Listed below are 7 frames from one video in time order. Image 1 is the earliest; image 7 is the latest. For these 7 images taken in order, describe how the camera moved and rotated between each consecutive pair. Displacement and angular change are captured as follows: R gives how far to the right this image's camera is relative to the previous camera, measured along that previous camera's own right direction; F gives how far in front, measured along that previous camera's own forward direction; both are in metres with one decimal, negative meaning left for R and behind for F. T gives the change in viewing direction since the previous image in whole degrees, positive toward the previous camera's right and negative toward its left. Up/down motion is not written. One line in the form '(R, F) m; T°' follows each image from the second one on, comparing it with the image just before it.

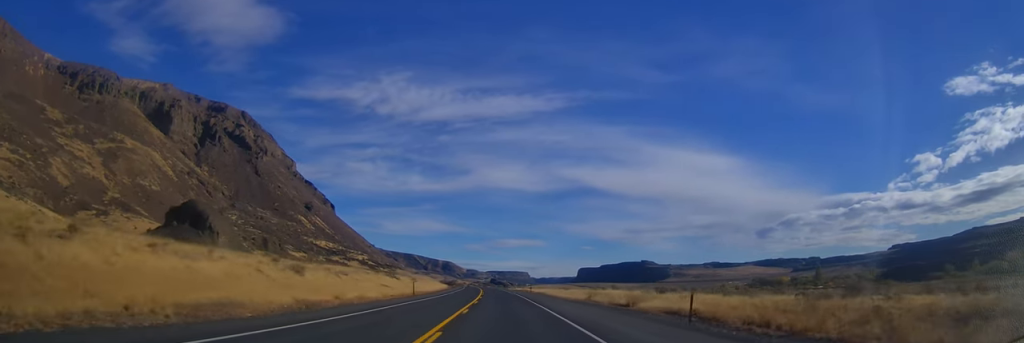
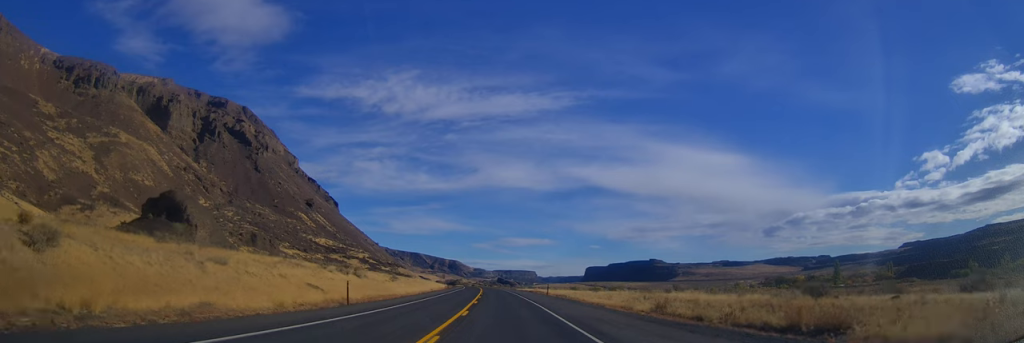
(-0.3, +24.9) m; -1°
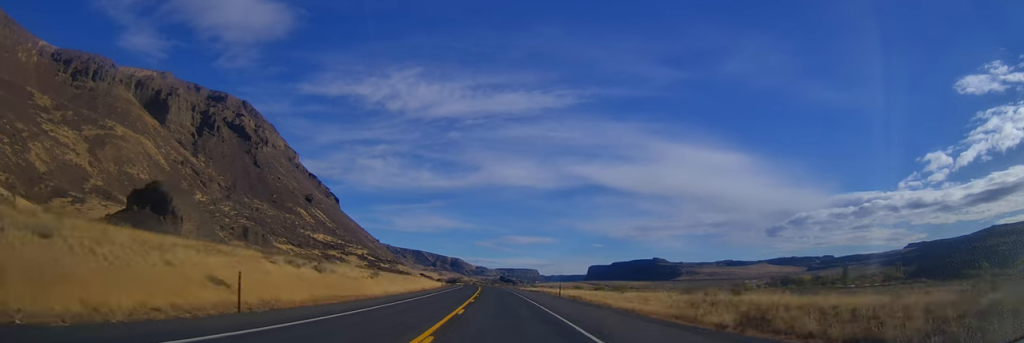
(-0.1, +13.1) m; -1°
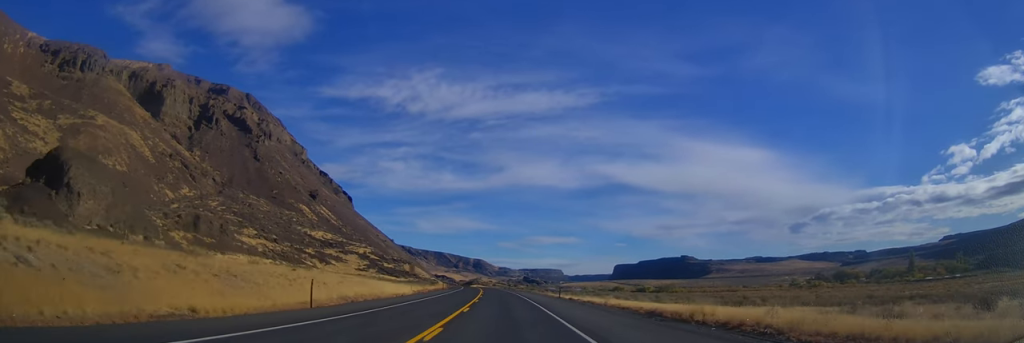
(-1.6, +70.8) m; -2°
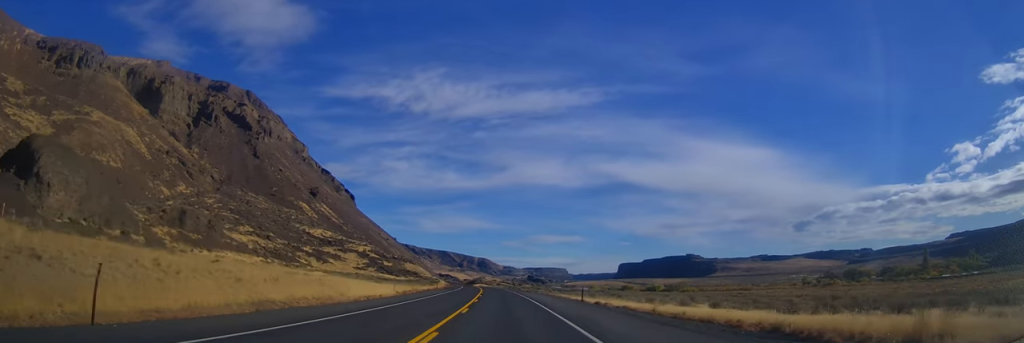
(+0.2, +14.2) m; 0°
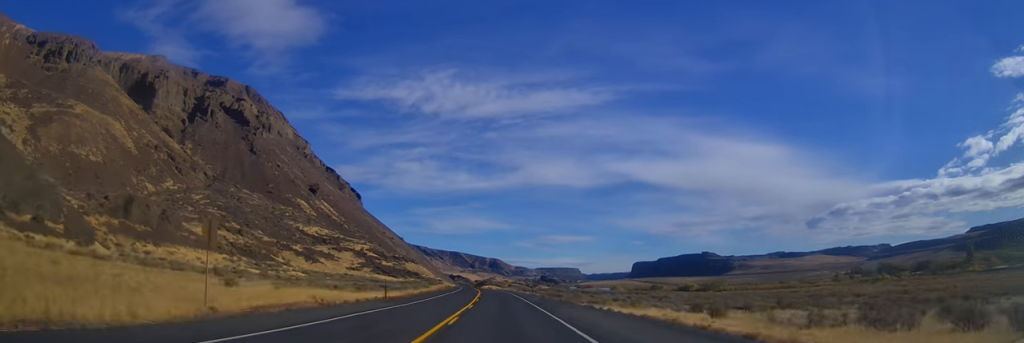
(-0.9, +41.5) m; -1°
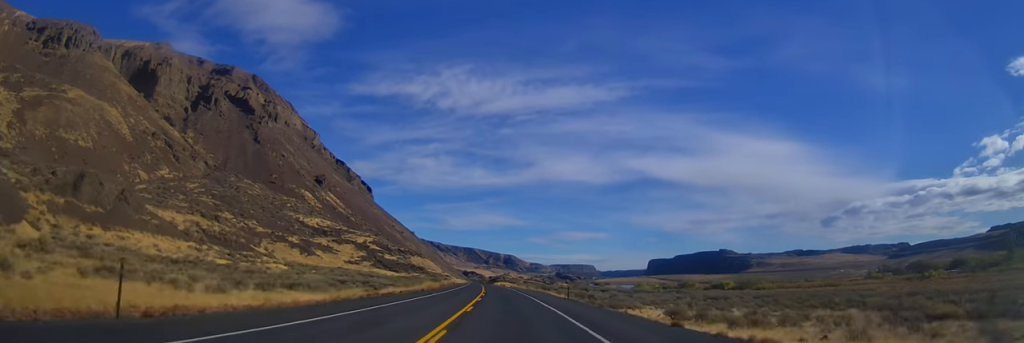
(+0.2, +31.5) m; 0°
